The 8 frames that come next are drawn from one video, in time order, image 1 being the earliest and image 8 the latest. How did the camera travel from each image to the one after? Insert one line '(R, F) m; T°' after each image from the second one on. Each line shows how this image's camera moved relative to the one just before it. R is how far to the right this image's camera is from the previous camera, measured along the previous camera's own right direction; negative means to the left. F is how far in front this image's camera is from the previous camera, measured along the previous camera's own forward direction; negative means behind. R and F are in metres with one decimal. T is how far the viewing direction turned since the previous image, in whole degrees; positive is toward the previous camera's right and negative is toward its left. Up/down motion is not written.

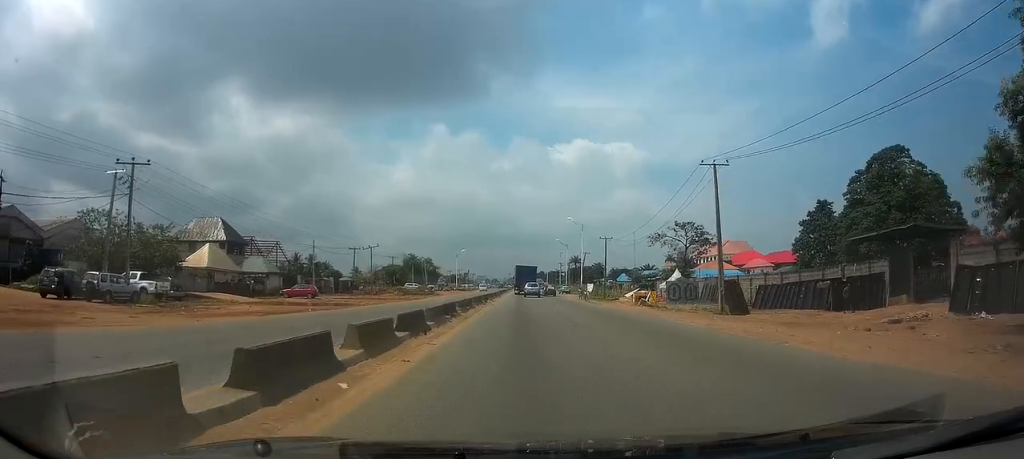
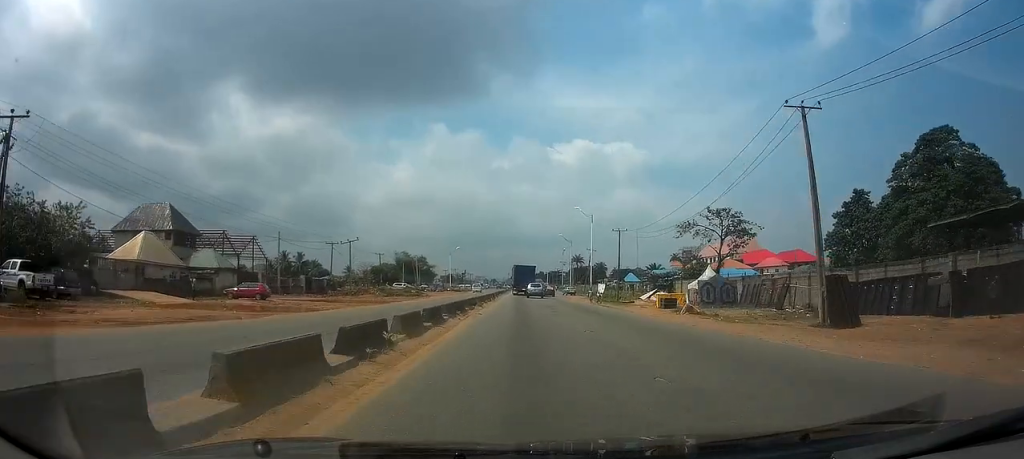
(0.0, +11.2) m; 0°
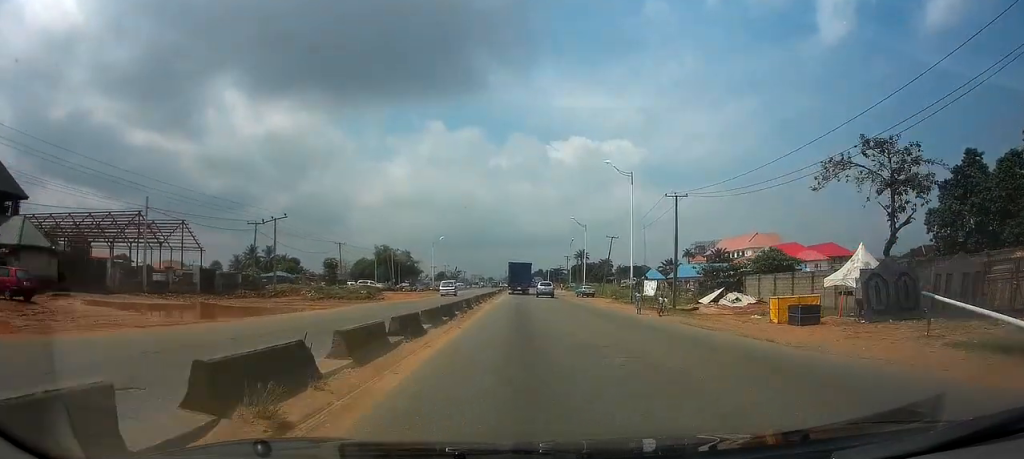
(0.0, +25.6) m; +1°
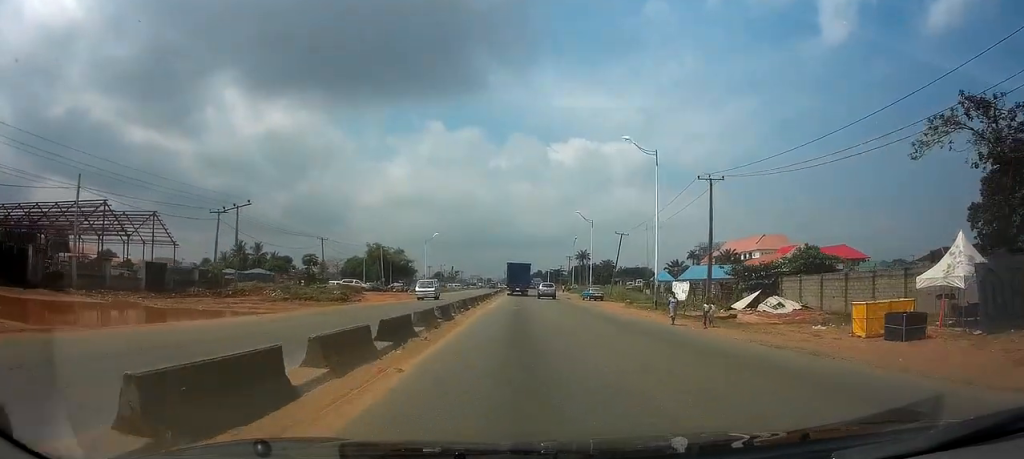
(+0.1, +8.5) m; 0°
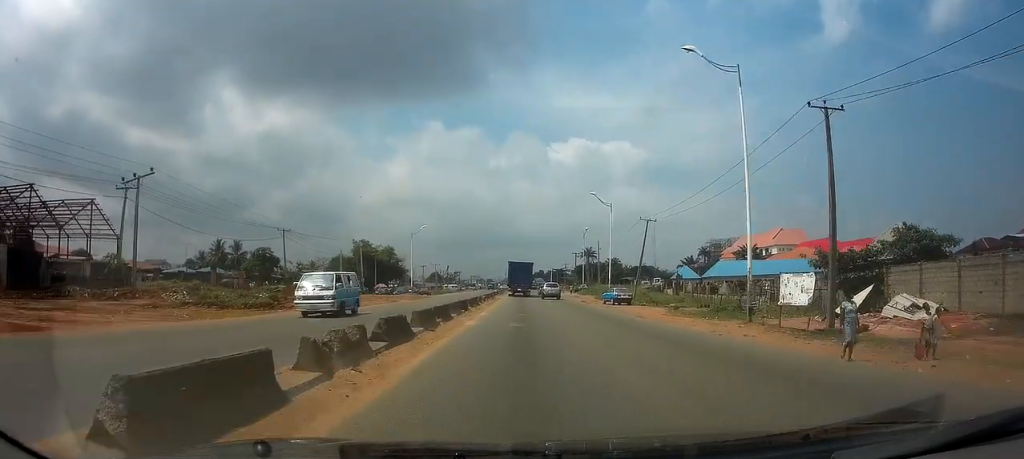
(-0.1, +14.6) m; 0°
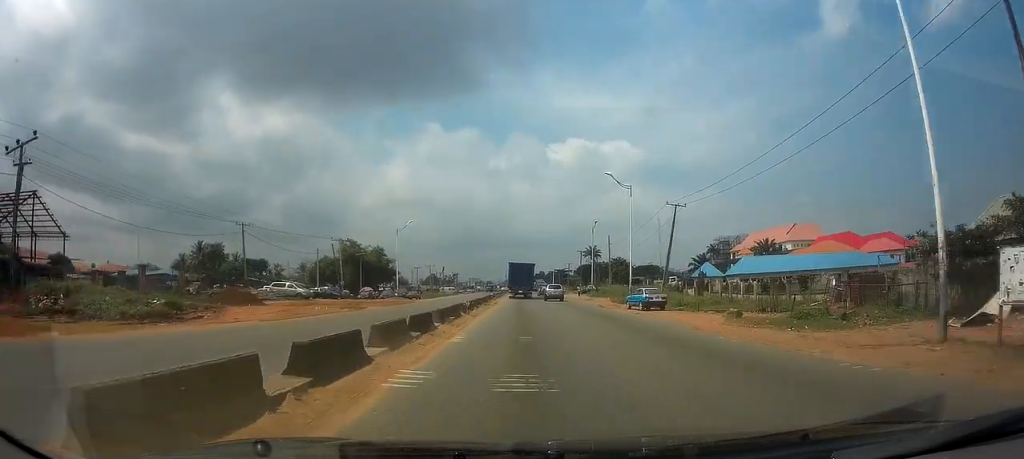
(-0.1, +11.4) m; 0°
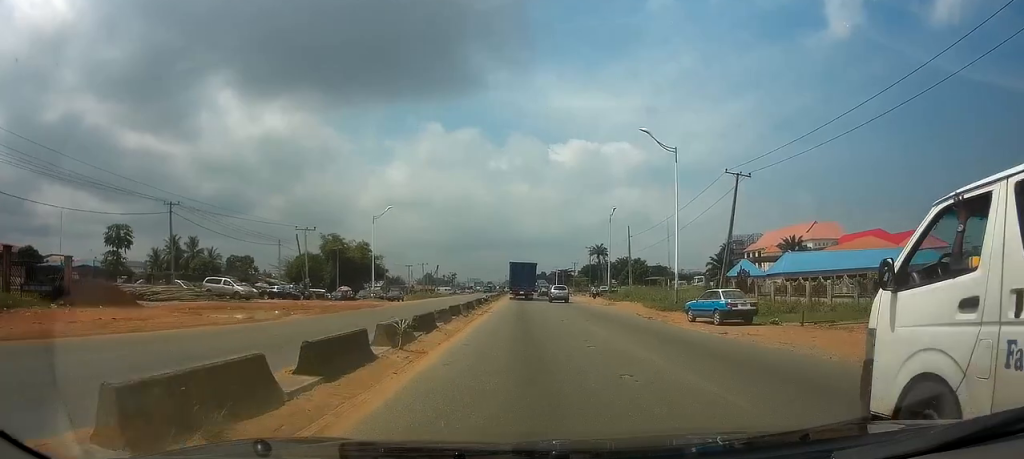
(0.0, +14.4) m; 0°
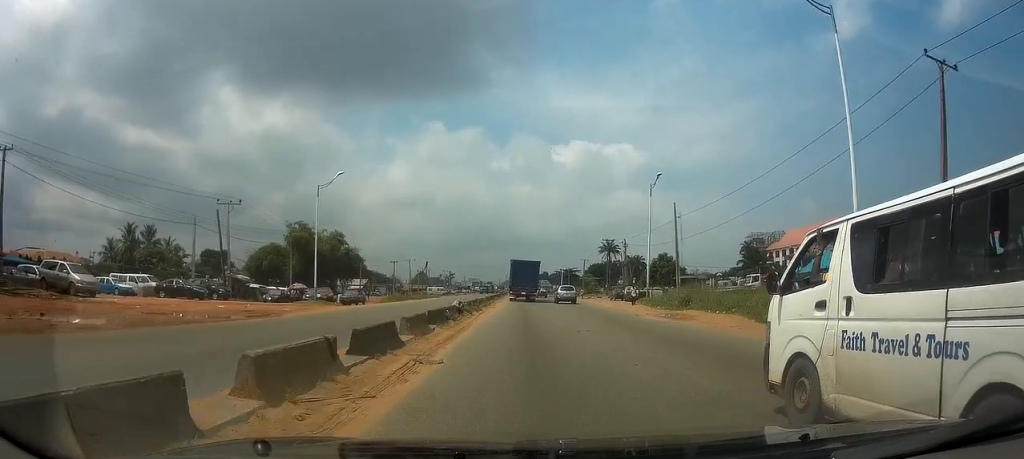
(+0.1, +19.7) m; 0°
